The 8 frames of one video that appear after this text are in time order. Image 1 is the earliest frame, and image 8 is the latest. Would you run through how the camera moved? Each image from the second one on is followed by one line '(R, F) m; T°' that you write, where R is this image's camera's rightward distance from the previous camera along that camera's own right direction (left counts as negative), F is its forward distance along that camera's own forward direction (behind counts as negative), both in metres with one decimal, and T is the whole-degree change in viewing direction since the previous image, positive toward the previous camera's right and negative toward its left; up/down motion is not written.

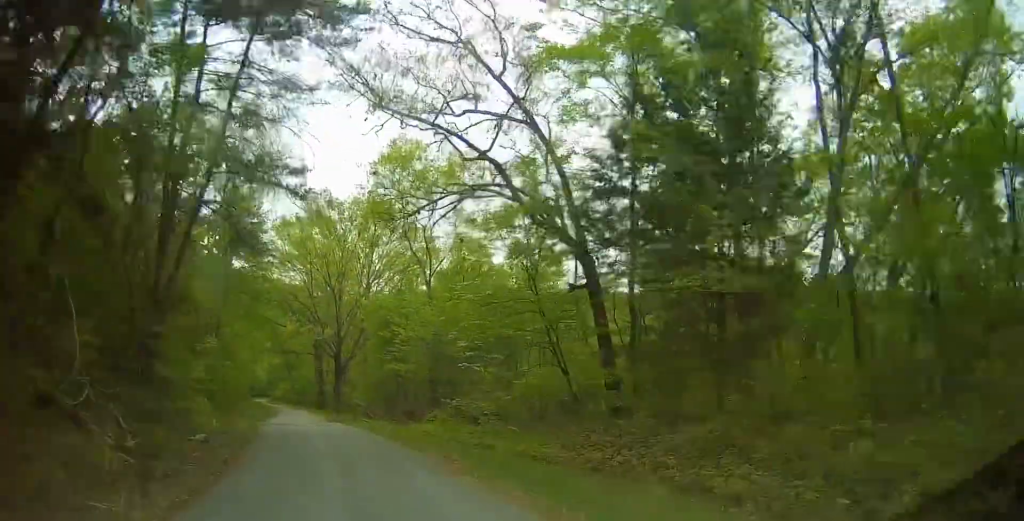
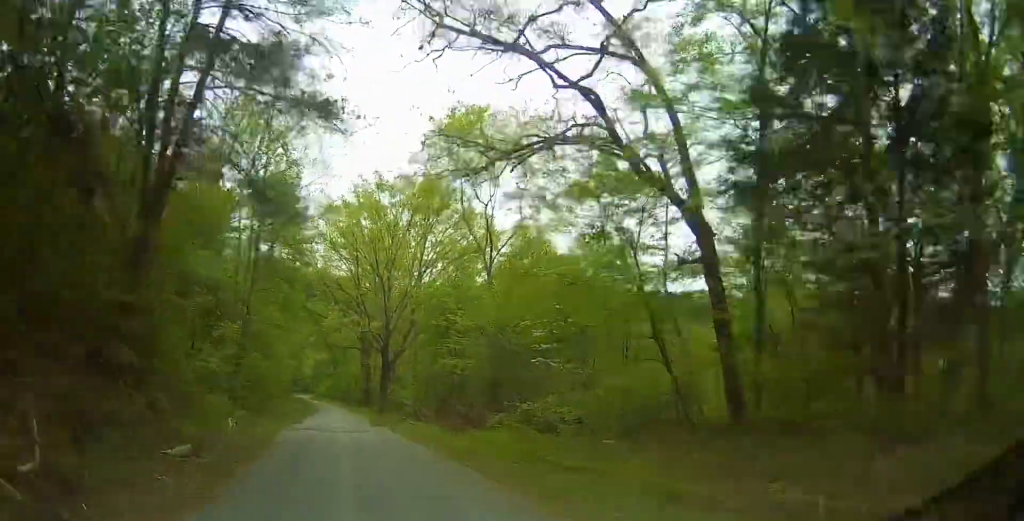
(-0.2, +4.6) m; -5°
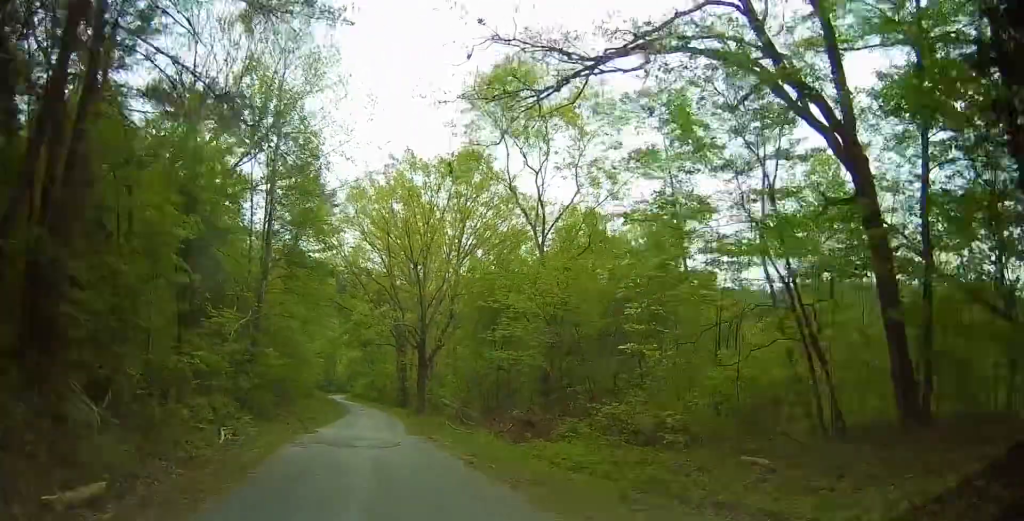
(-0.3, +5.1) m; -6°
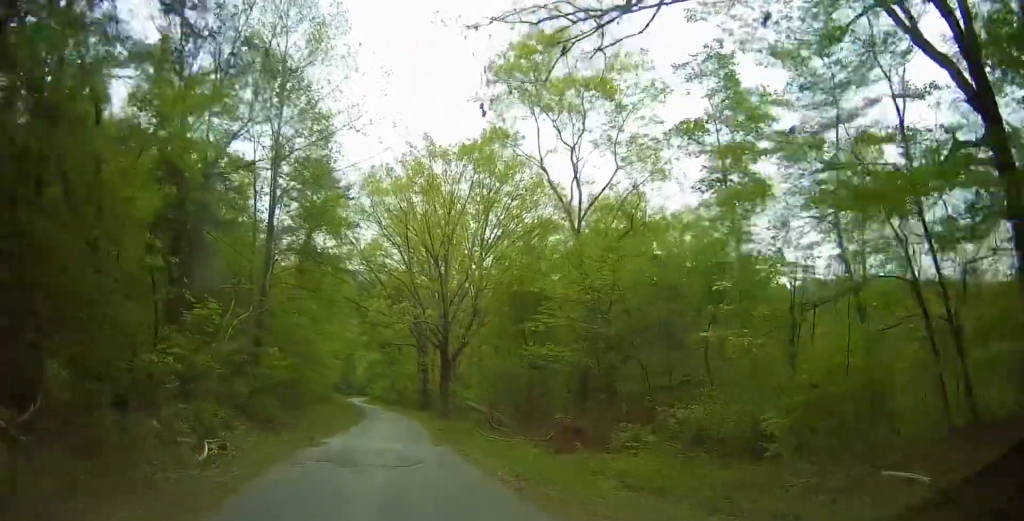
(-0.1, +3.2) m; -3°
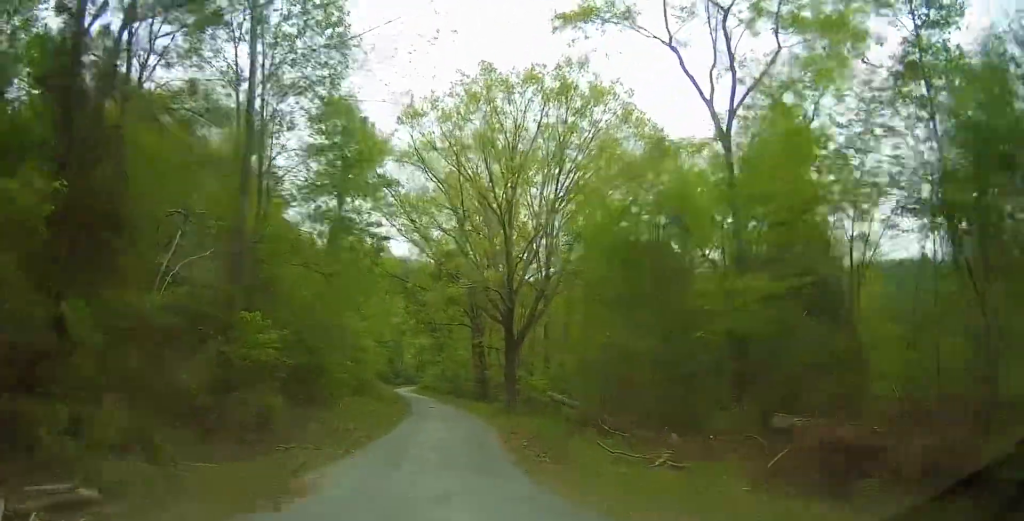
(-0.7, +9.6) m; -6°
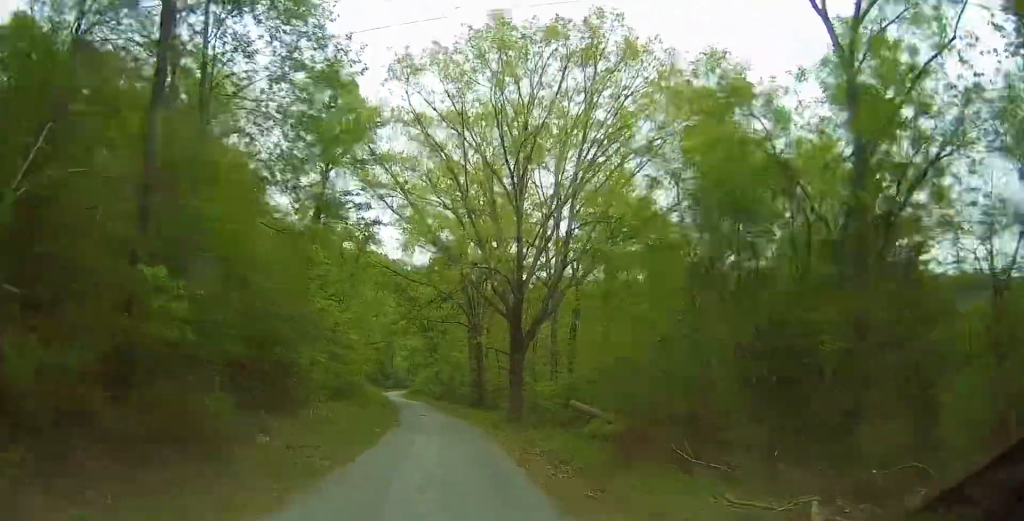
(0.0, +5.7) m; +1°
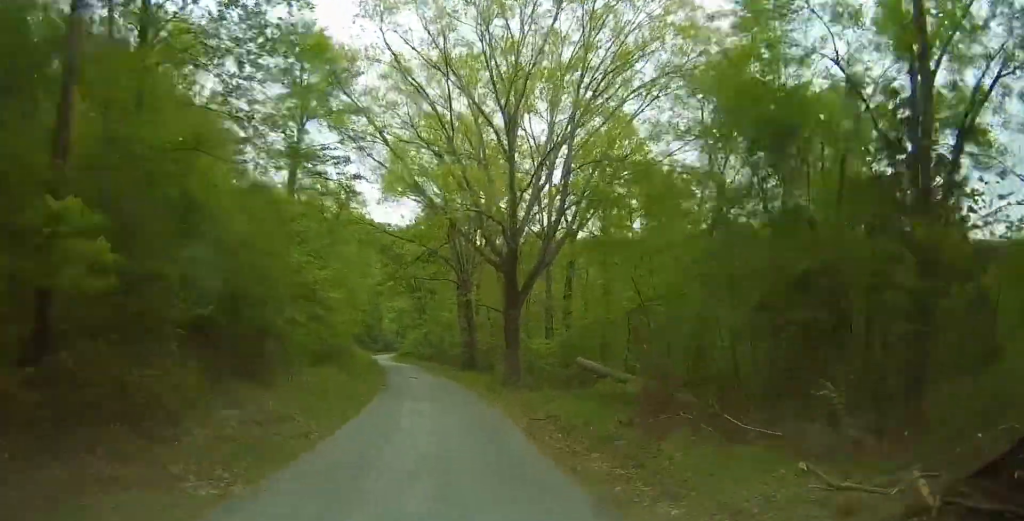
(0.0, +2.5) m; +2°
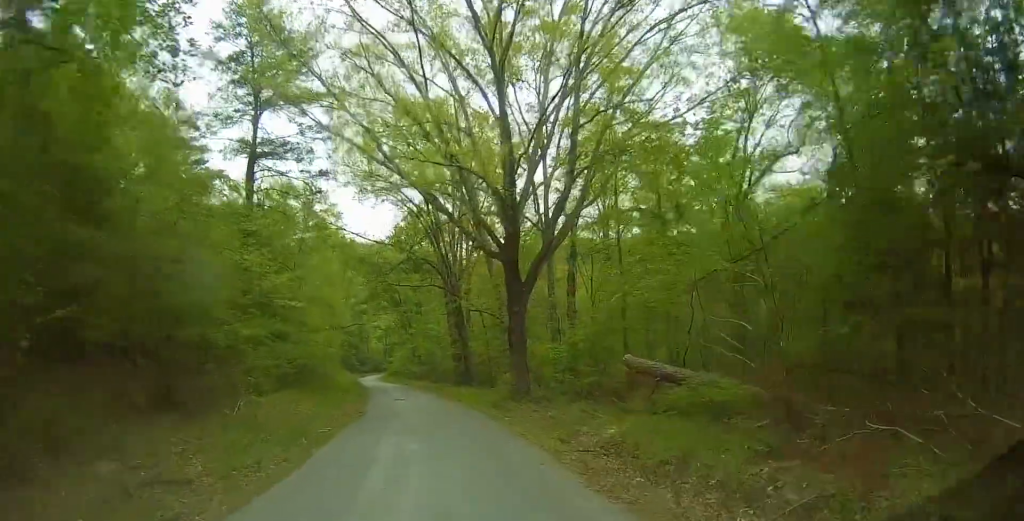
(+0.3, +6.0) m; +3°
